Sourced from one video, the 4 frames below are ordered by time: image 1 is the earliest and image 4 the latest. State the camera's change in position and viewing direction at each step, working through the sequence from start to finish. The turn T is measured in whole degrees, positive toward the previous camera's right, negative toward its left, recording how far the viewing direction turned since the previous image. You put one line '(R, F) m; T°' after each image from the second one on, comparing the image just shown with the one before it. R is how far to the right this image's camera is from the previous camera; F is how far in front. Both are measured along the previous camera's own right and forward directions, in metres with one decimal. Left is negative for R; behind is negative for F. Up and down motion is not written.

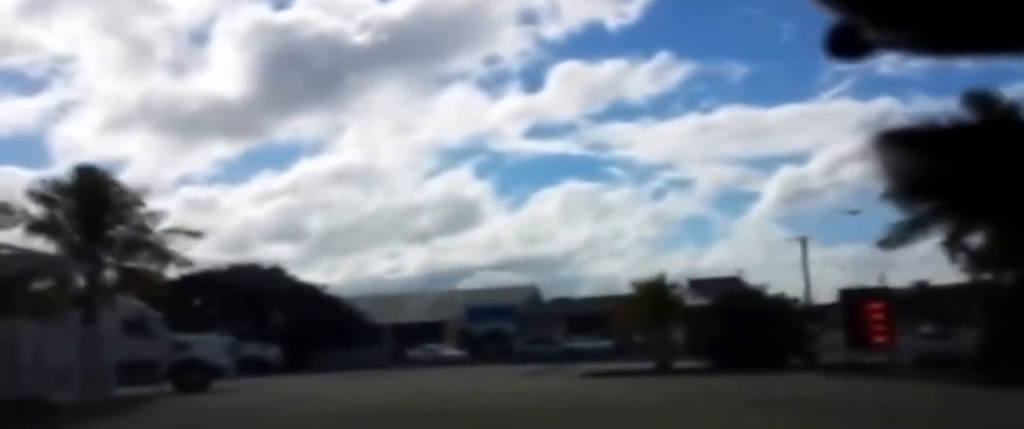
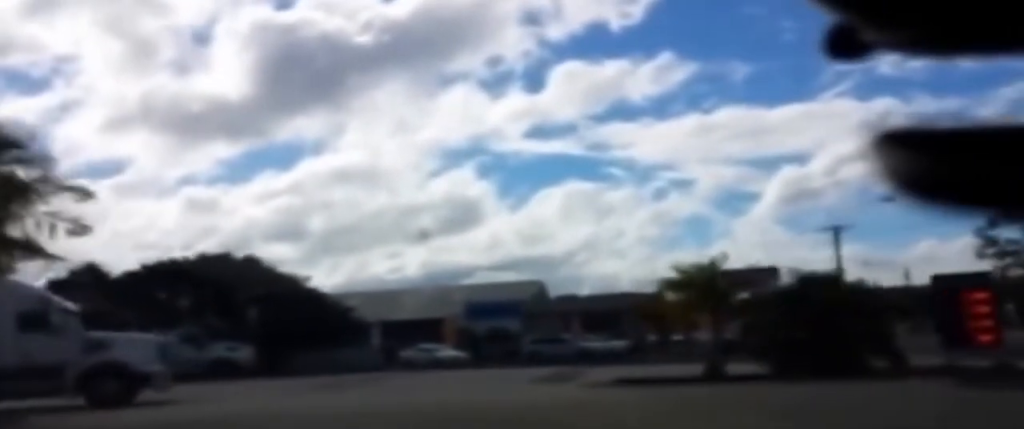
(-0.1, +6.5) m; -1°
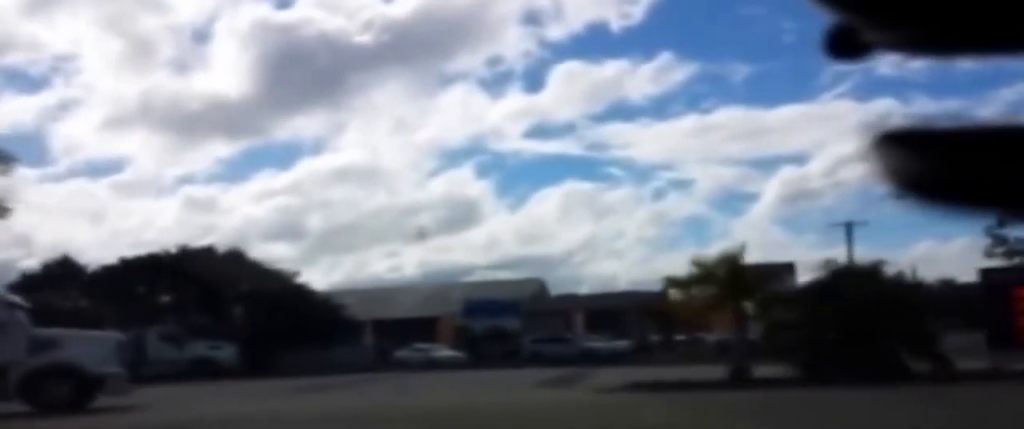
(0.0, +2.6) m; 0°
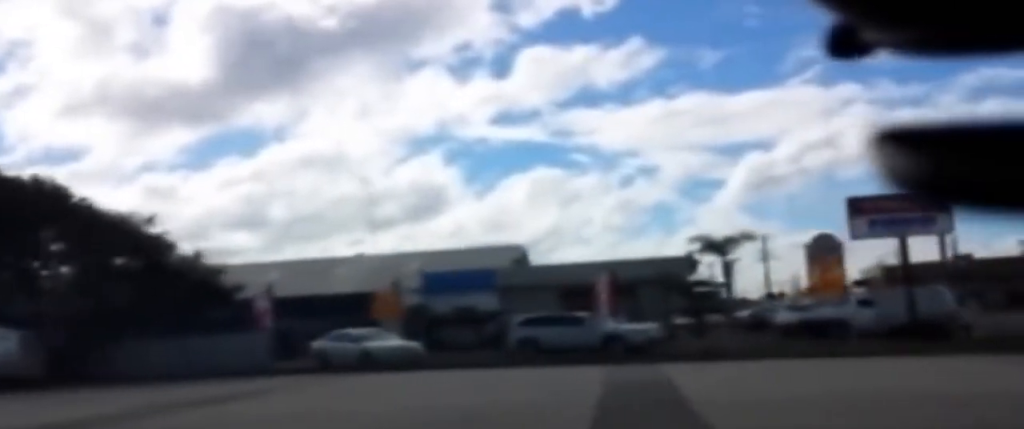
(+0.5, +18.2) m; +11°
